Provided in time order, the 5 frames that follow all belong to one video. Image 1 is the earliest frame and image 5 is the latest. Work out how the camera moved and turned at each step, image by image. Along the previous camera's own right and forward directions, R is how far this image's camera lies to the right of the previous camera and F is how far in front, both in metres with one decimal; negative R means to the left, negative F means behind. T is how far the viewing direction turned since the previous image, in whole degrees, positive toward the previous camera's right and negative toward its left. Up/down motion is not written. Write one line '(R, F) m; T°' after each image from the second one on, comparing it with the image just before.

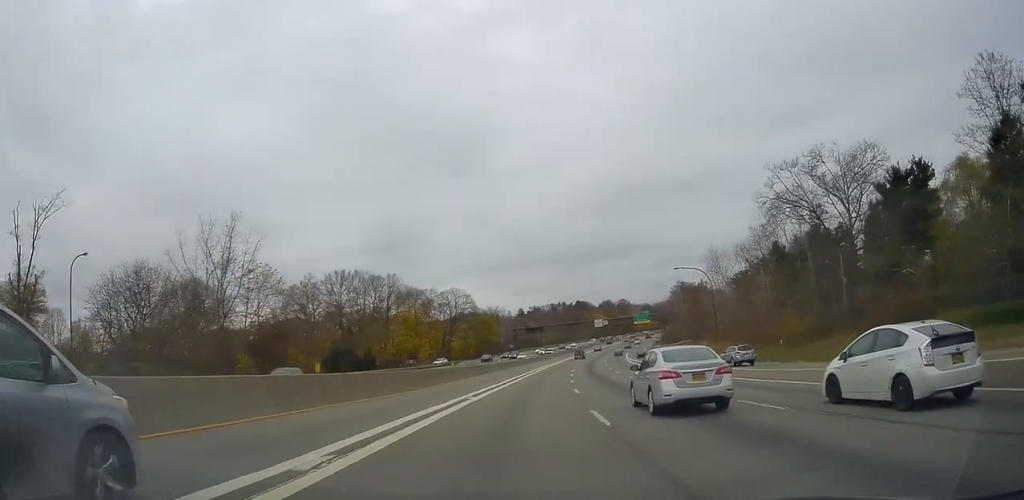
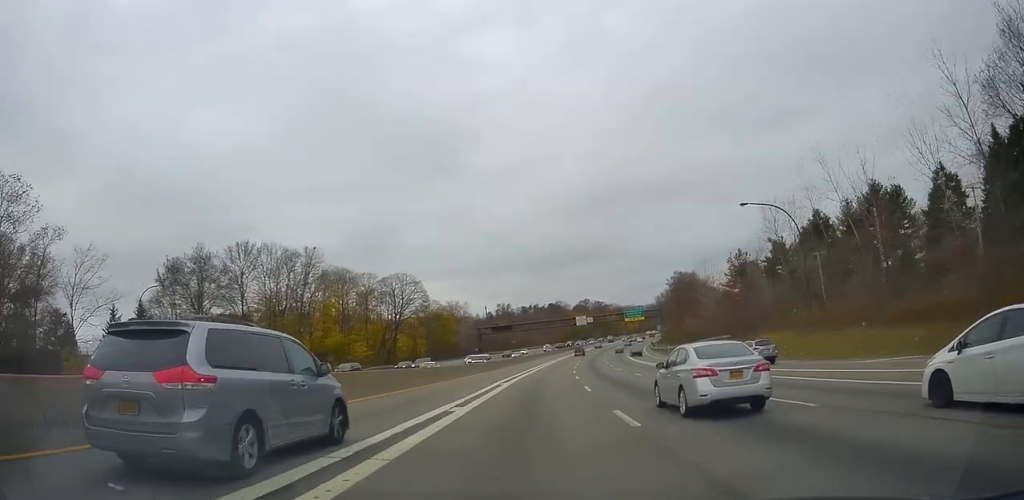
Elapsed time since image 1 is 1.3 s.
(+1.1, +36.9) m; +3°
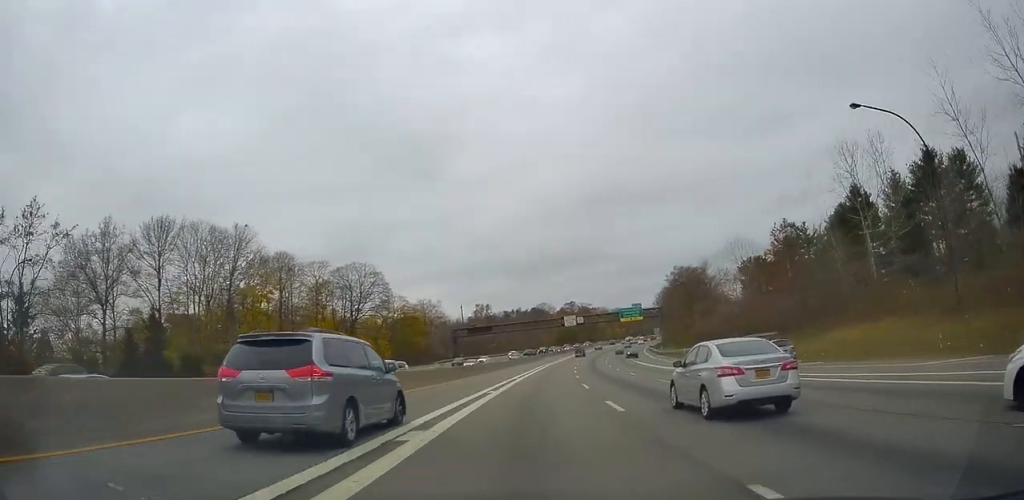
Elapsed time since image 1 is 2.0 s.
(+0.2, +21.0) m; +1°
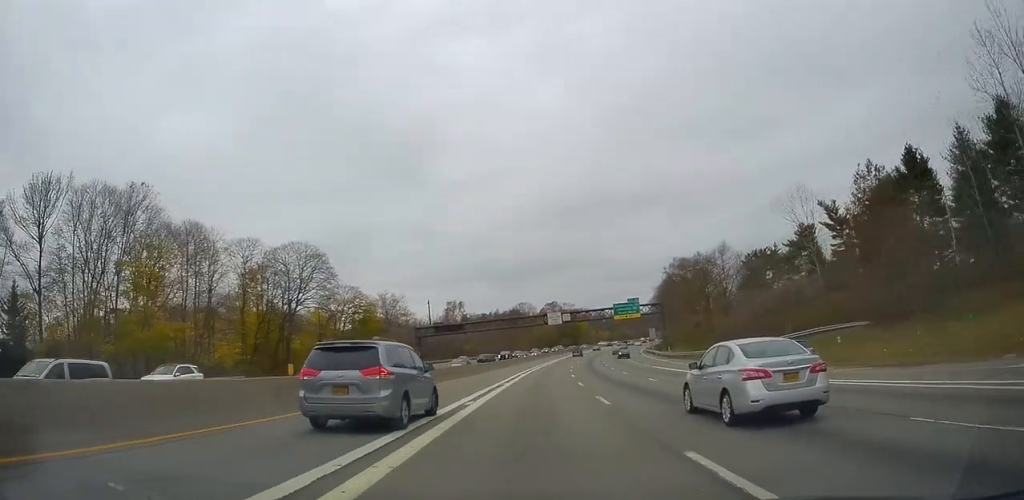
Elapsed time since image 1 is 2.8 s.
(+0.2, +21.7) m; +1°
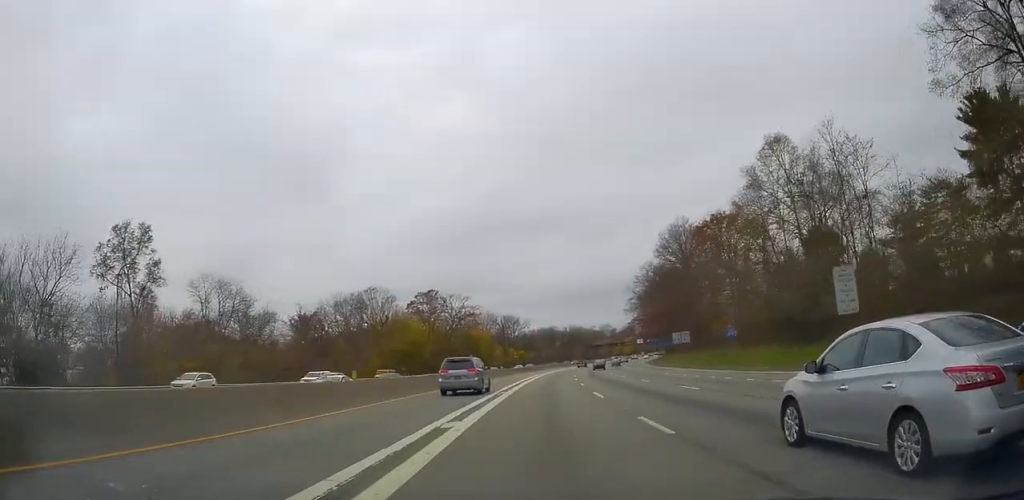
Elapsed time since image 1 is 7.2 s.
(+12.4, +127.6) m; +9°
